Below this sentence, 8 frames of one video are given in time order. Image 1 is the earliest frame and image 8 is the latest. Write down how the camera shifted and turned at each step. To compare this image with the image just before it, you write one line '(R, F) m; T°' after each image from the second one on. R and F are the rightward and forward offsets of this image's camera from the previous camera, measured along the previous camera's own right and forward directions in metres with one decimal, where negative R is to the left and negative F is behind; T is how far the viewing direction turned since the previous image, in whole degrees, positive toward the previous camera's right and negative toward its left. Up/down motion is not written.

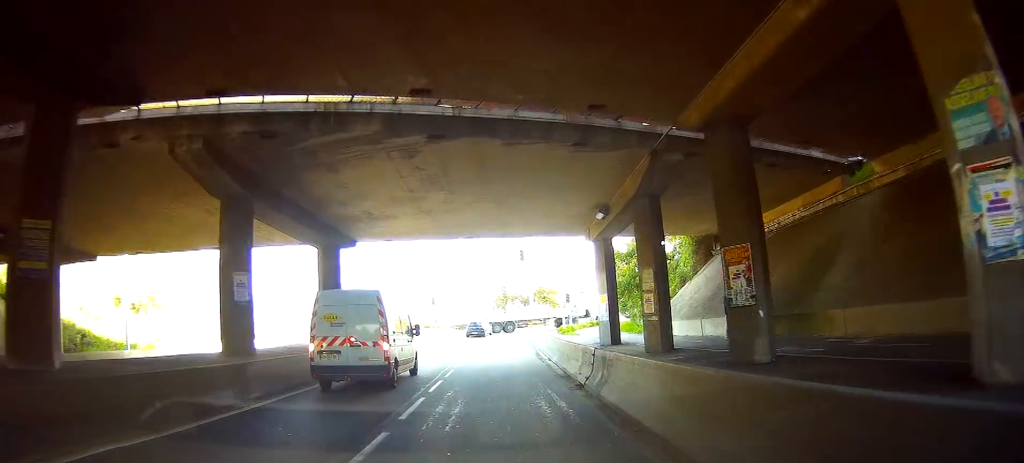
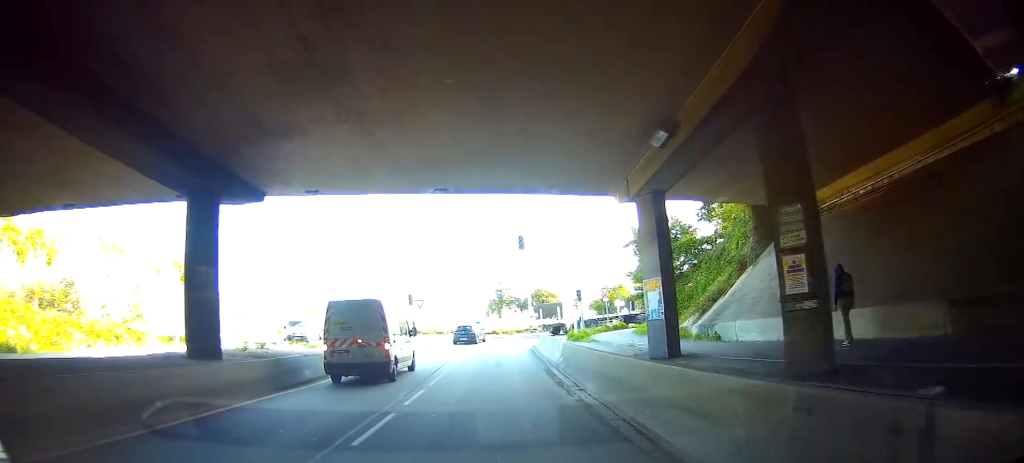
(+0.2, +10.3) m; -4°
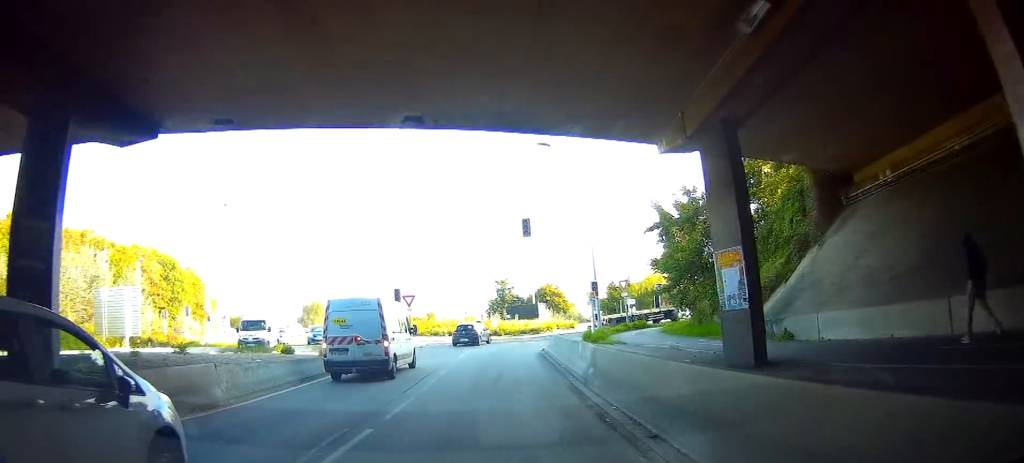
(-0.3, +6.3) m; -5°
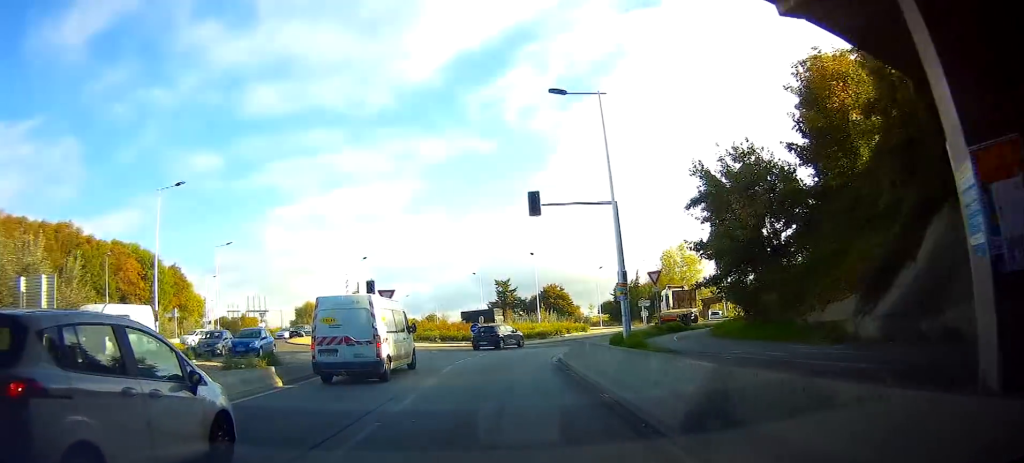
(-0.3, +8.5) m; +4°
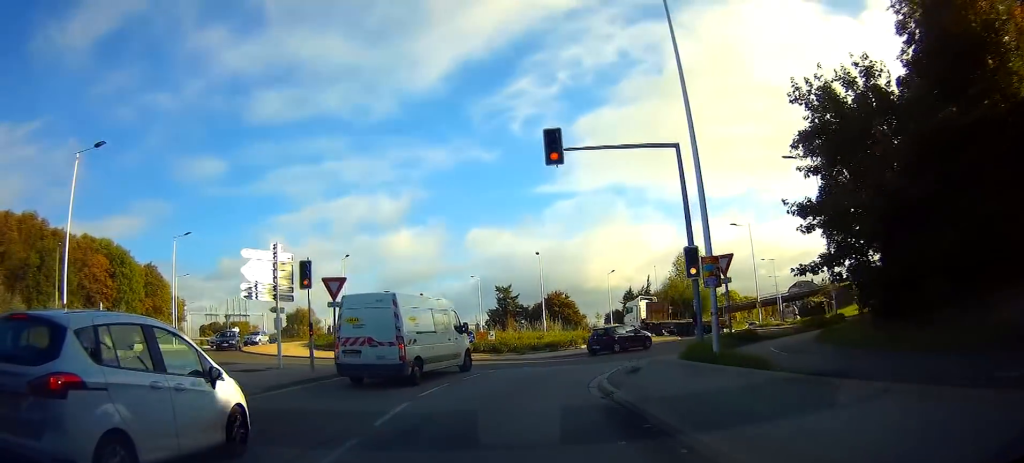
(+1.0, +10.6) m; +3°
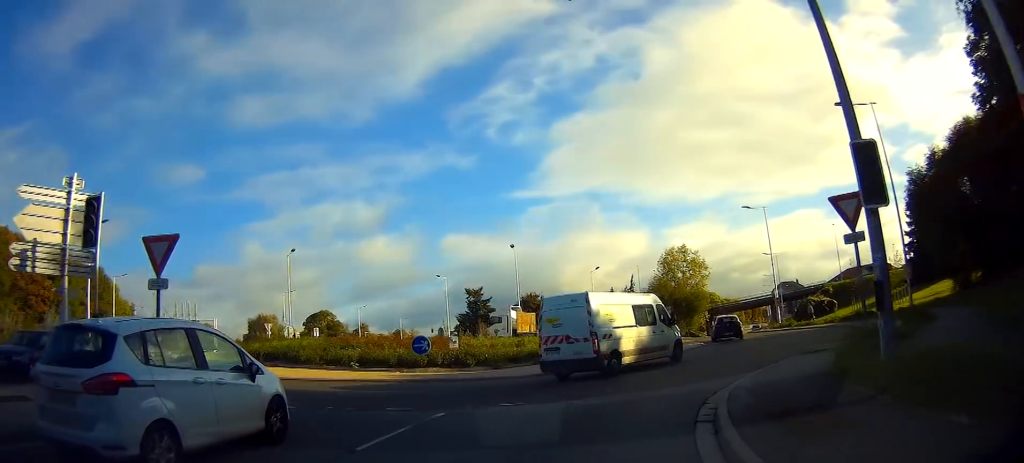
(+0.5, +10.7) m; +16°
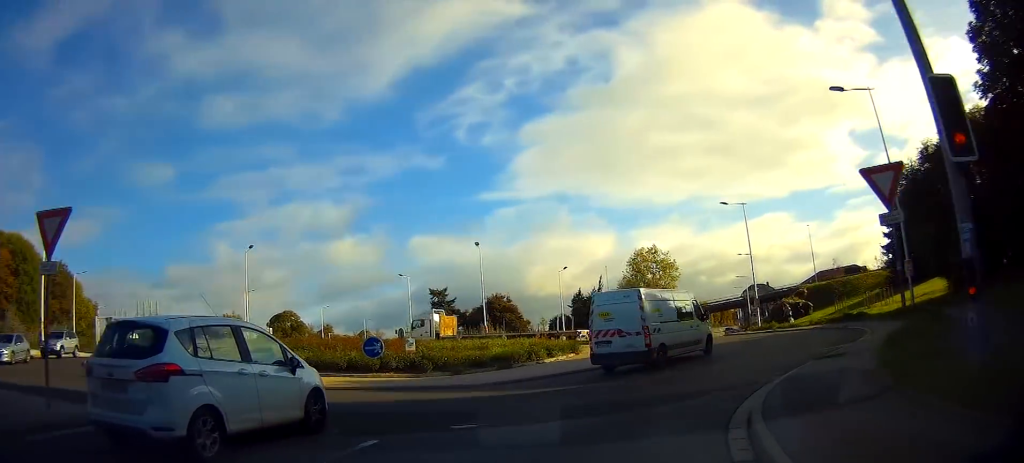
(+0.2, +2.8) m; +10°
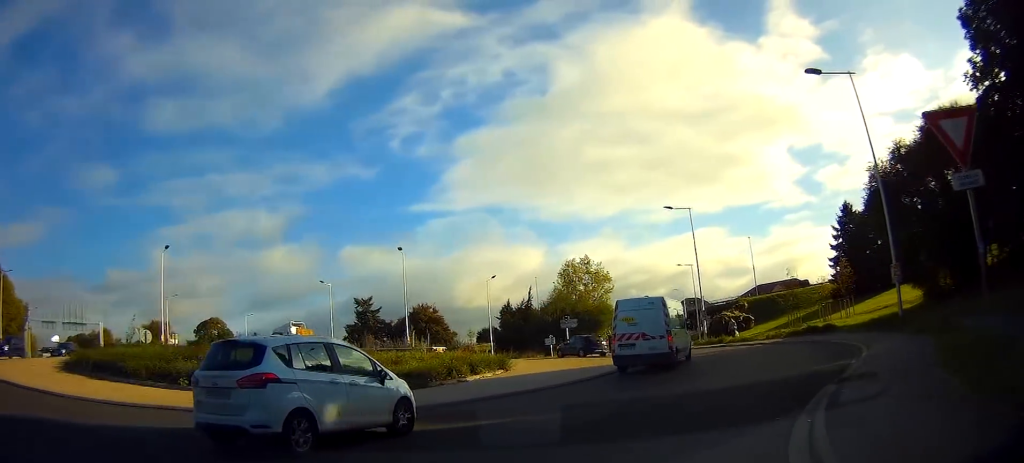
(+0.4, +4.1) m; 0°
